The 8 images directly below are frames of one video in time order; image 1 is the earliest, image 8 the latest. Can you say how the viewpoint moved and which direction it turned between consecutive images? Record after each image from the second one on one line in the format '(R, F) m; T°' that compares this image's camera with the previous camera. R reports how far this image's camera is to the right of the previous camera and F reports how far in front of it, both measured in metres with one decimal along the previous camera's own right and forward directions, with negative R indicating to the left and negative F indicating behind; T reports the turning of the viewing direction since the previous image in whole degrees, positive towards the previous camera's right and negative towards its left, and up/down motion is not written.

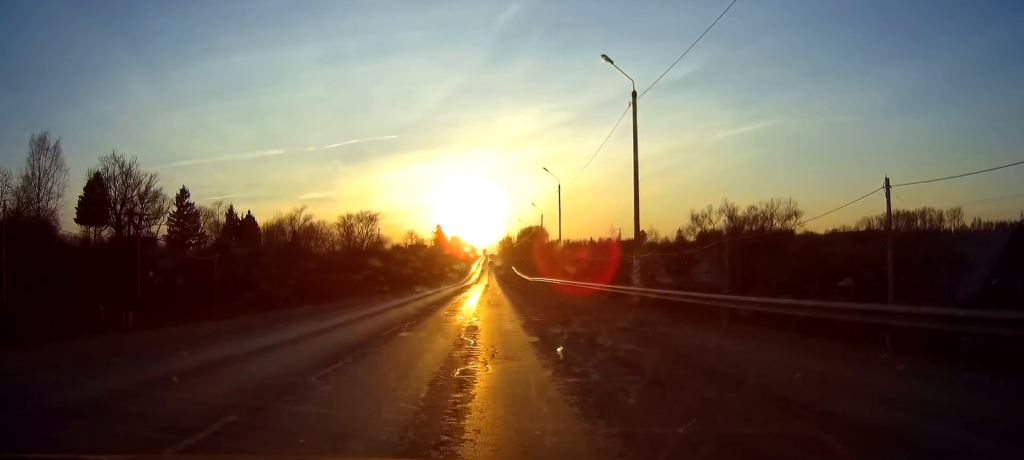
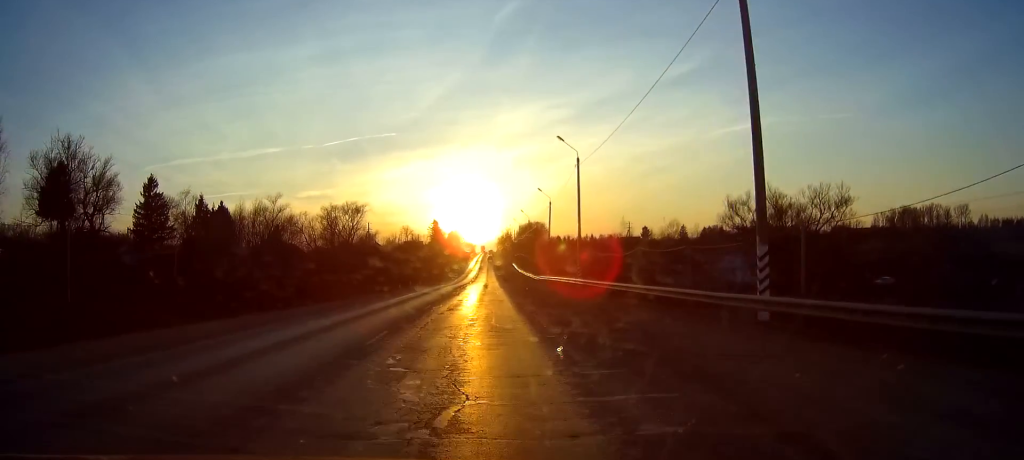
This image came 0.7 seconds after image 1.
(-0.1, +14.1) m; 0°
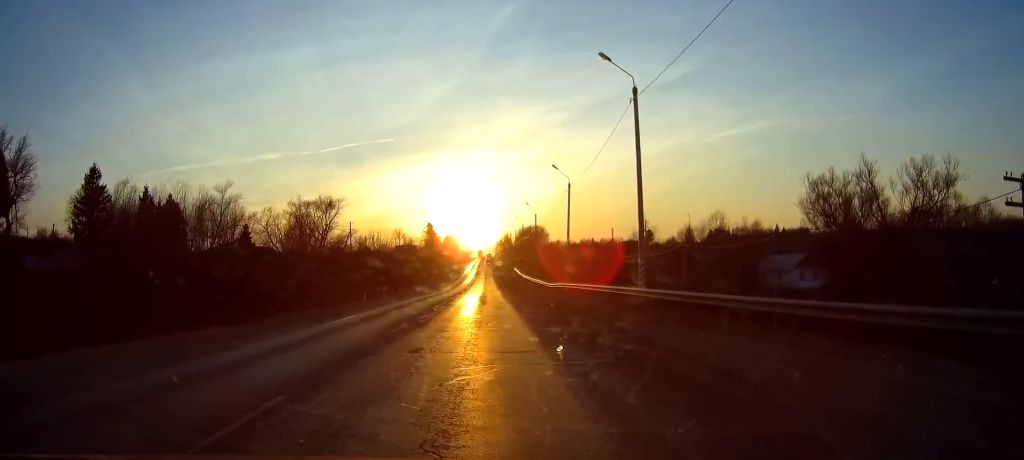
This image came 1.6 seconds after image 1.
(+0.1, +20.4) m; 0°
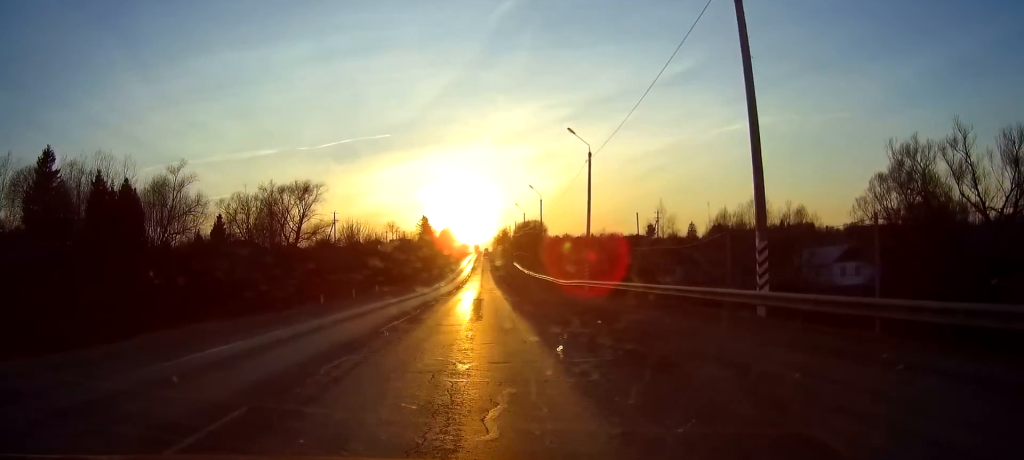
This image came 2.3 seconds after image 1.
(0.0, +13.4) m; 0°
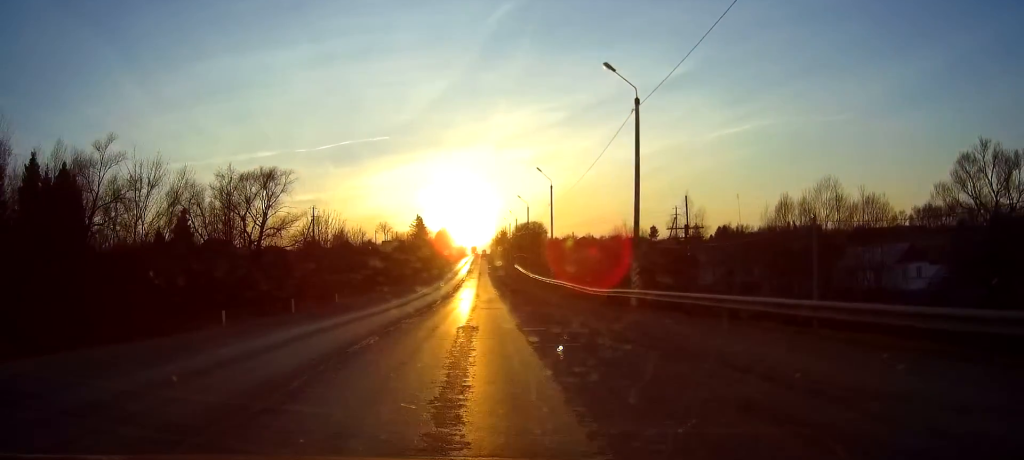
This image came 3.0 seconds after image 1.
(0.0, +15.5) m; 0°
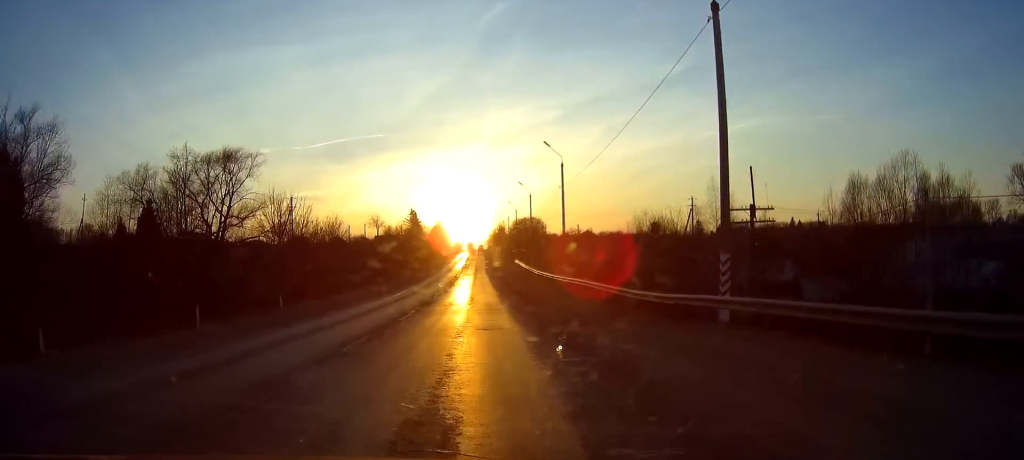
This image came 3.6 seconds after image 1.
(-0.1, +11.9) m; 0°
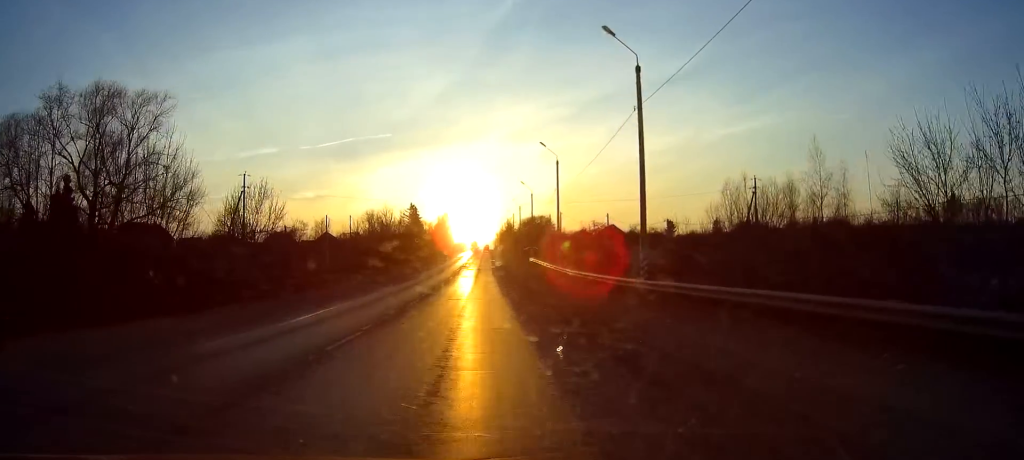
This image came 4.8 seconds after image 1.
(+0.1, +25.2) m; 0°
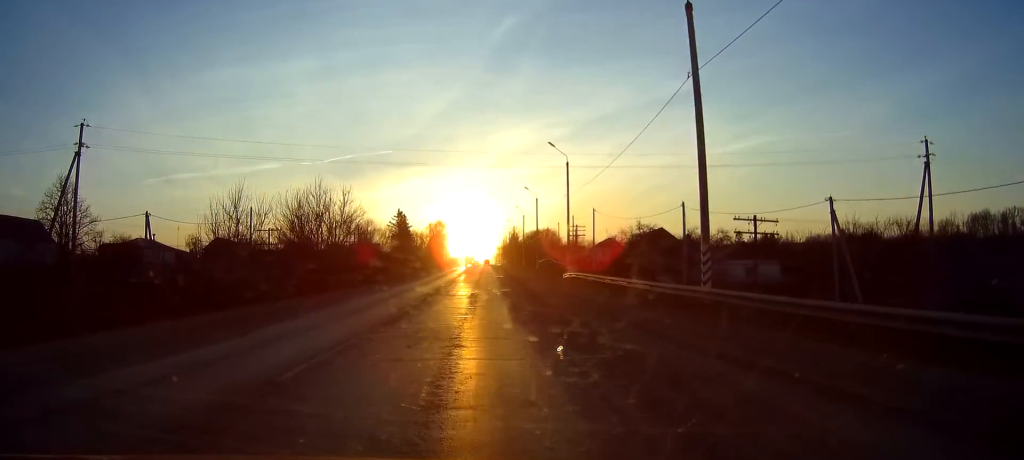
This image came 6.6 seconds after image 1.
(-0.1, +39.1) m; 0°
